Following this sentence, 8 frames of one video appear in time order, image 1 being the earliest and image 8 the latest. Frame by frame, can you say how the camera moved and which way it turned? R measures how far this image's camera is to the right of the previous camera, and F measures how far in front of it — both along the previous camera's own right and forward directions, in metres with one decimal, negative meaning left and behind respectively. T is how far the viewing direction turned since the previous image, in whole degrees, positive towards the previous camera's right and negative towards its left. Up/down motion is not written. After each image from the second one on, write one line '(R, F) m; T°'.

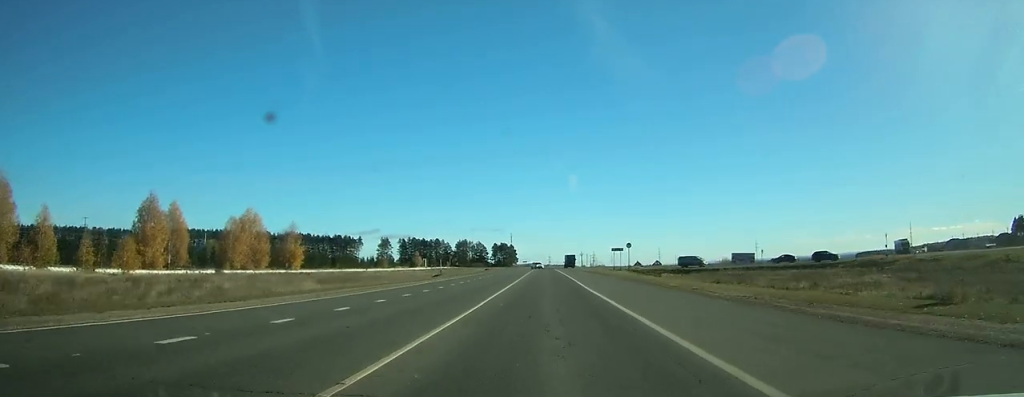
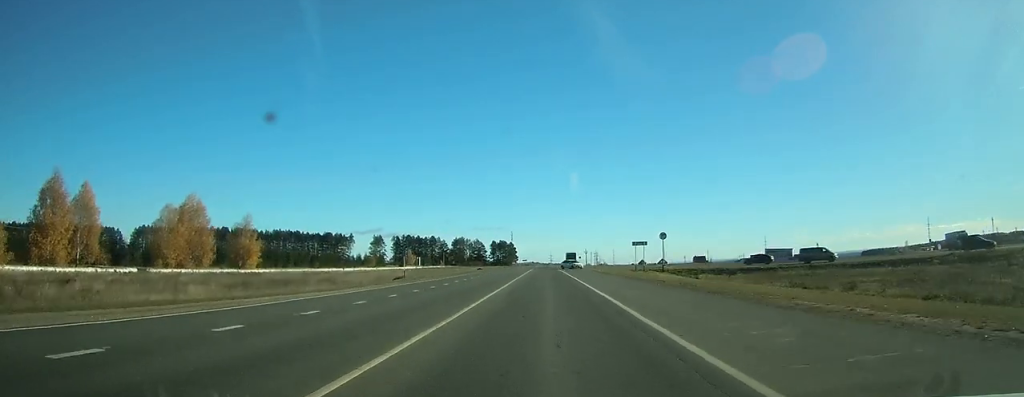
(0.0, +21.9) m; 0°
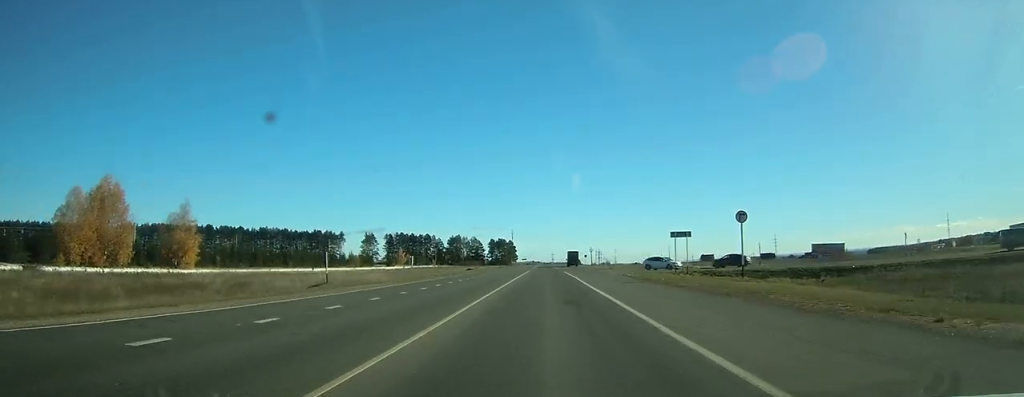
(+0.1, +21.4) m; 0°
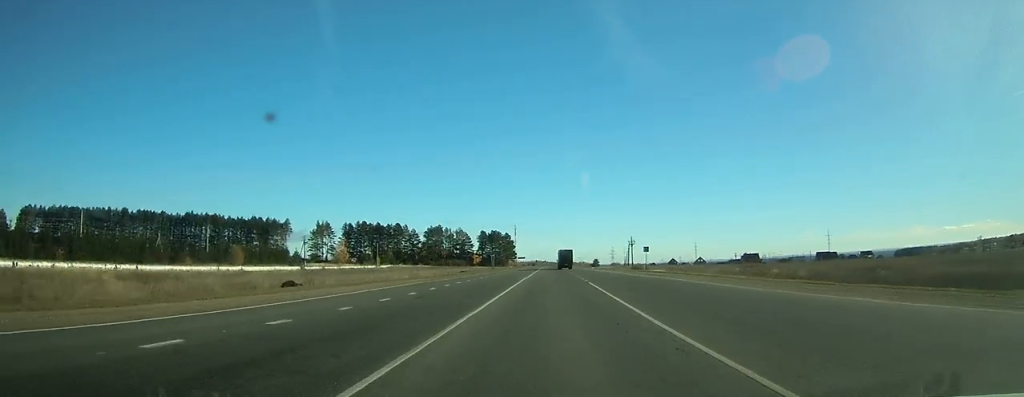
(-1.1, +89.1) m; -1°
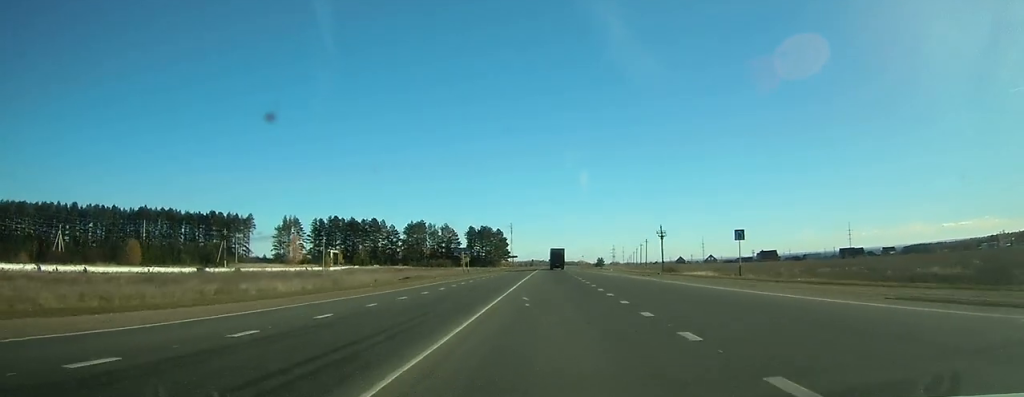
(-0.1, +39.6) m; 0°
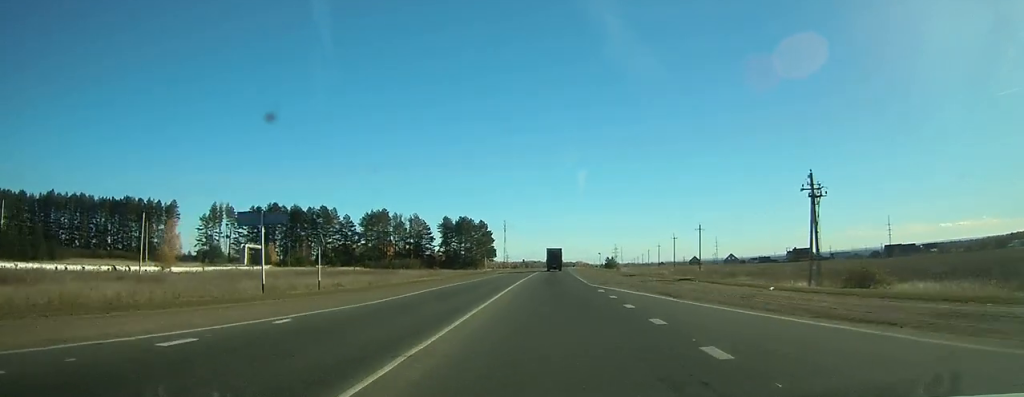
(+0.3, +64.3) m; +1°
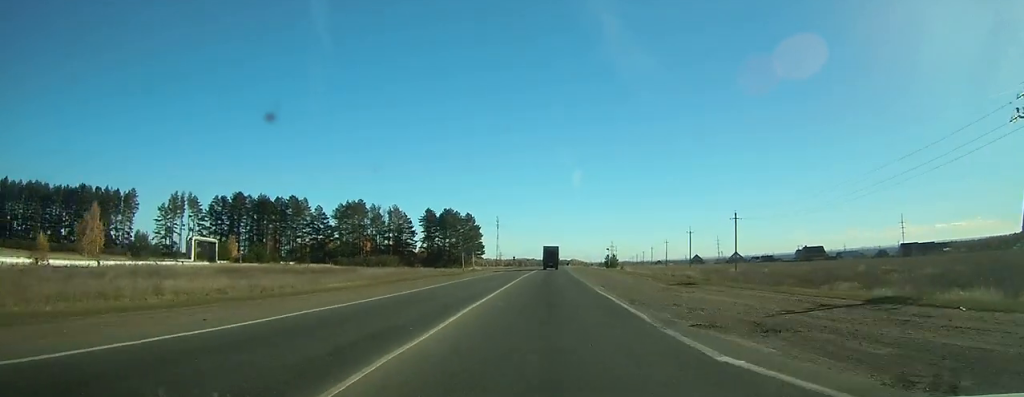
(+0.1, +23.1) m; 0°
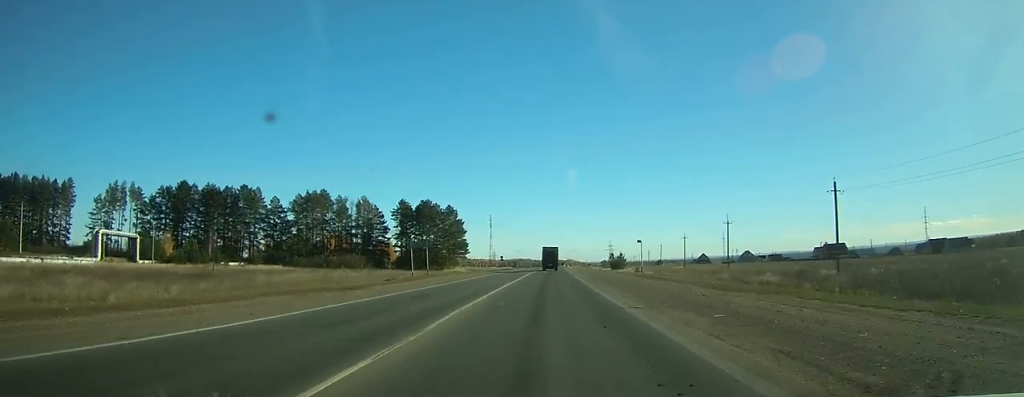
(+0.1, +30.8) m; 0°
